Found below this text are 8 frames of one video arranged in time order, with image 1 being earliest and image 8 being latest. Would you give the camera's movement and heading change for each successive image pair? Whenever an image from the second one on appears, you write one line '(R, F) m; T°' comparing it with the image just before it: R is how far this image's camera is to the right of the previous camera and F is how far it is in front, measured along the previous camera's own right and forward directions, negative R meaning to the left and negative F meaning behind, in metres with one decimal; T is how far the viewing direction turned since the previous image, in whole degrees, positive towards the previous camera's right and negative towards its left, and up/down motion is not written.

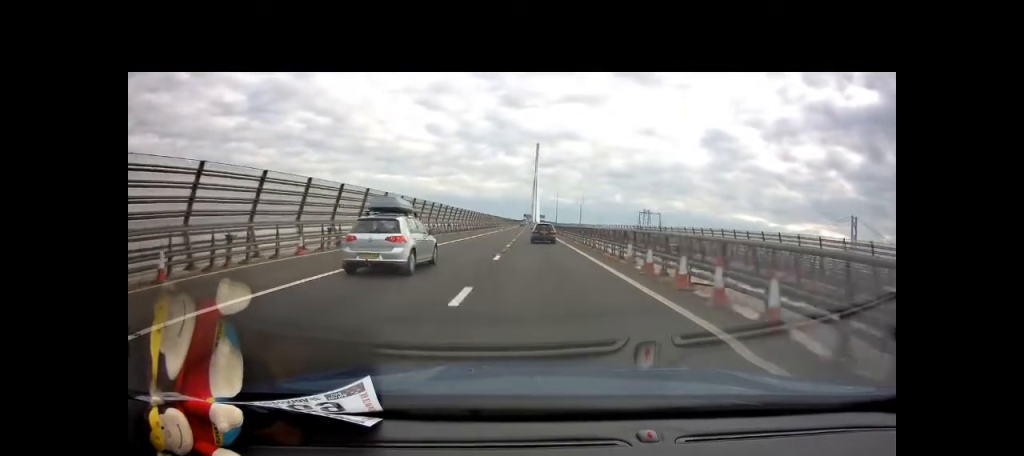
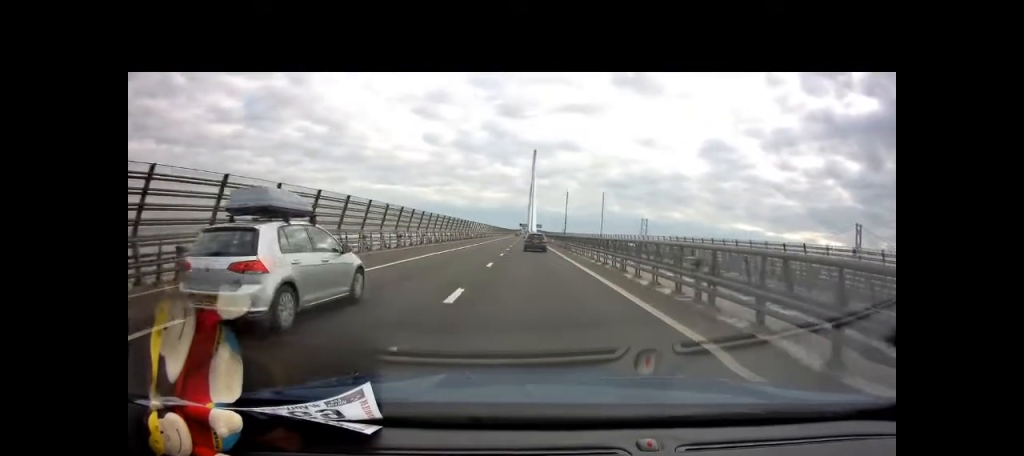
(-0.1, +34.8) m; 0°
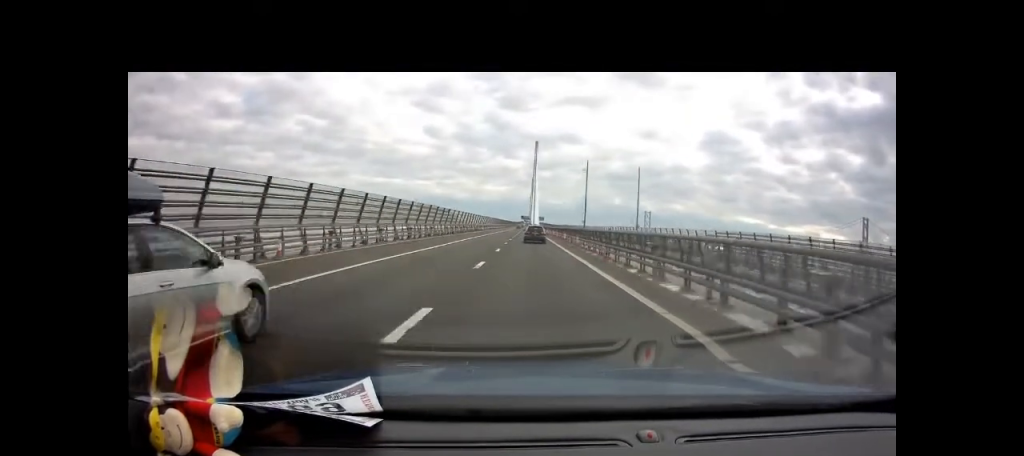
(-0.1, +21.7) m; 0°
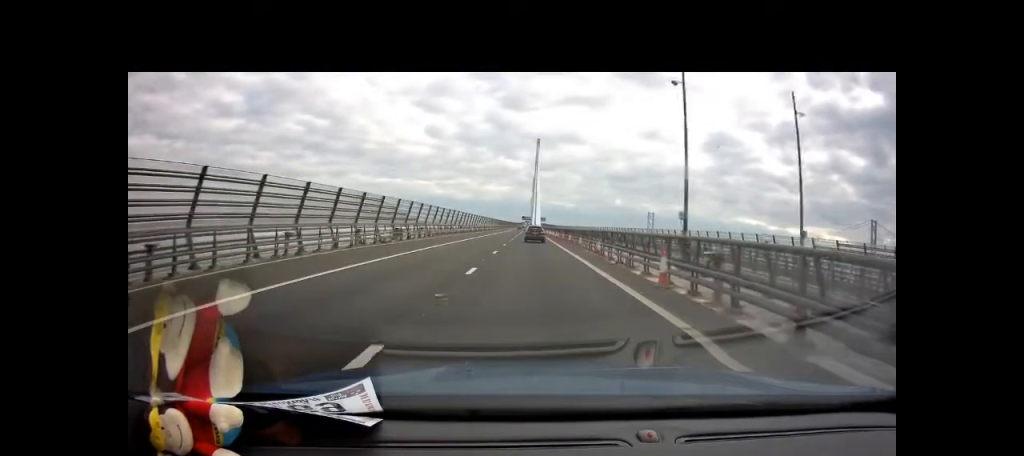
(0.0, +28.1) m; 0°
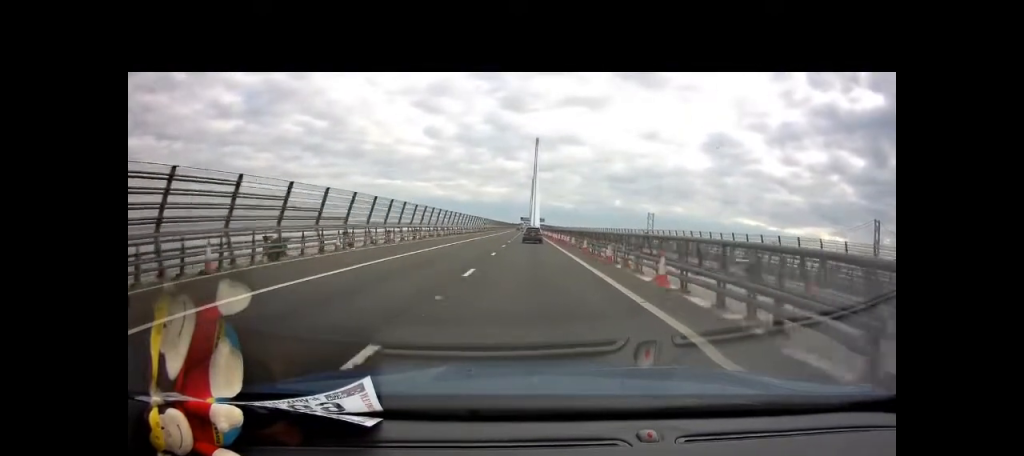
(0.0, +18.5) m; 0°
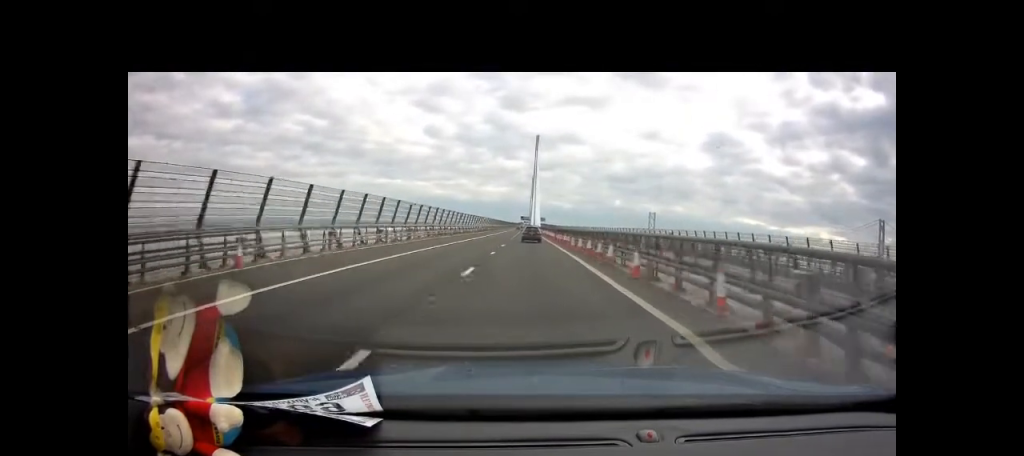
(0.0, +17.6) m; 0°
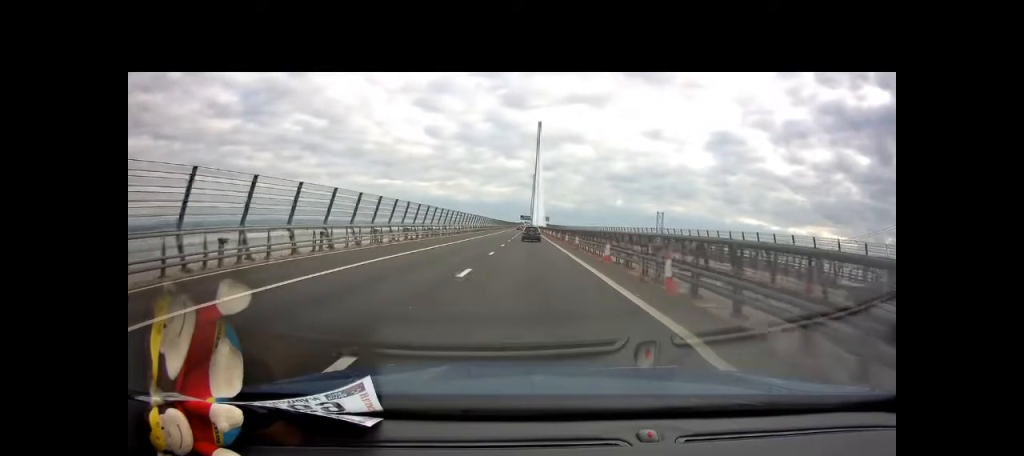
(-0.1, +98.2) m; 0°
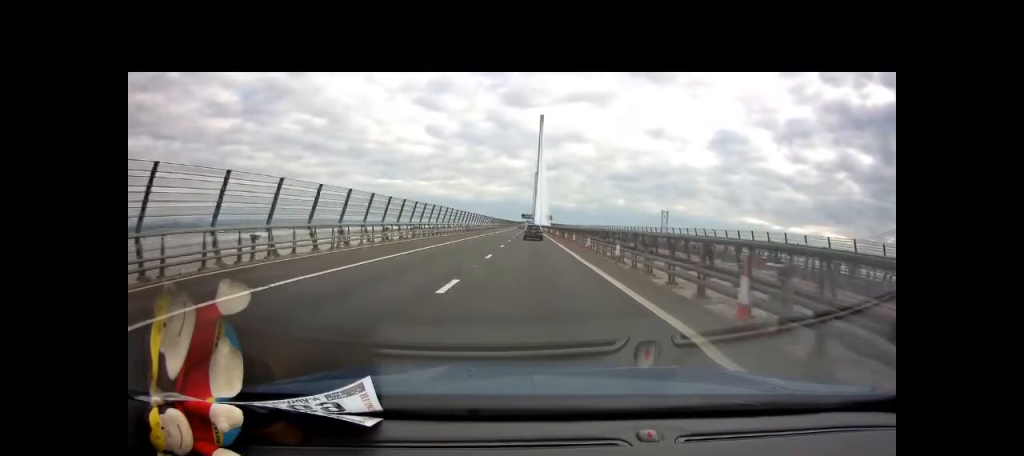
(-0.2, +39.0) m; 0°
